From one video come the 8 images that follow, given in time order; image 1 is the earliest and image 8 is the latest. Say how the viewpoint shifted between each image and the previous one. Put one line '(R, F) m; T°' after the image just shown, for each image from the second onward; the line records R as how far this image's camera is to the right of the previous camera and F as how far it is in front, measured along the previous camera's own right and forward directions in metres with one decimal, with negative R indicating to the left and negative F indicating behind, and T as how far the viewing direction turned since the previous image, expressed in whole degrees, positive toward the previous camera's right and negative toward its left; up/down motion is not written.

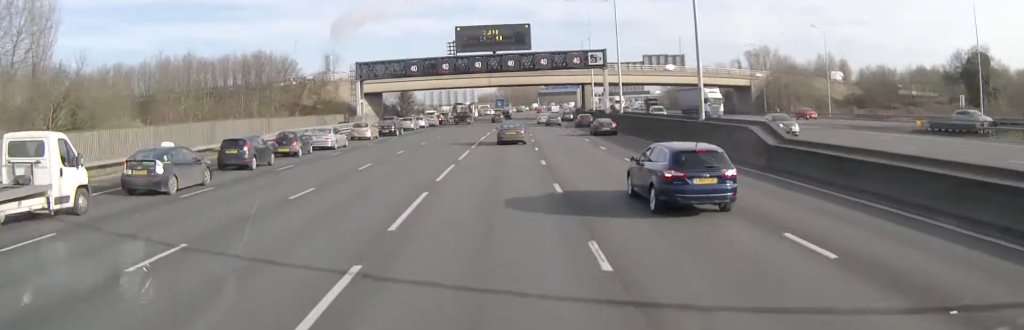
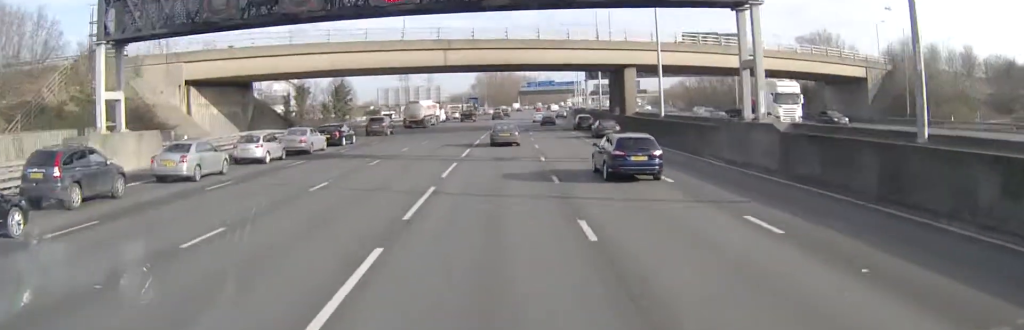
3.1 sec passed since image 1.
(+0.6, +51.5) m; +2°
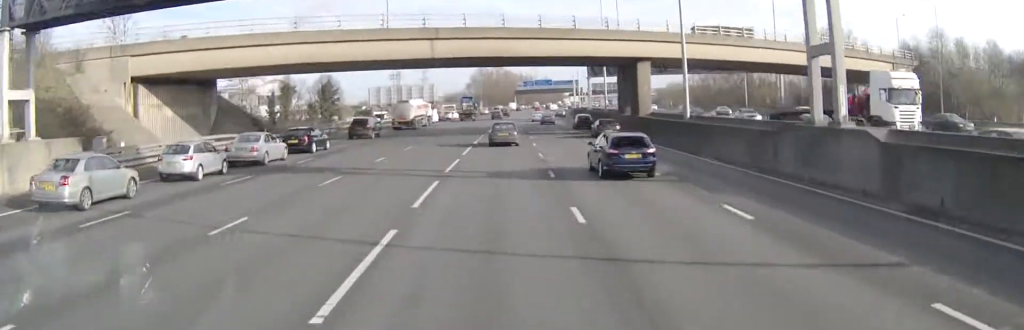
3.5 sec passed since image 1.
(+0.1, +7.3) m; 0°
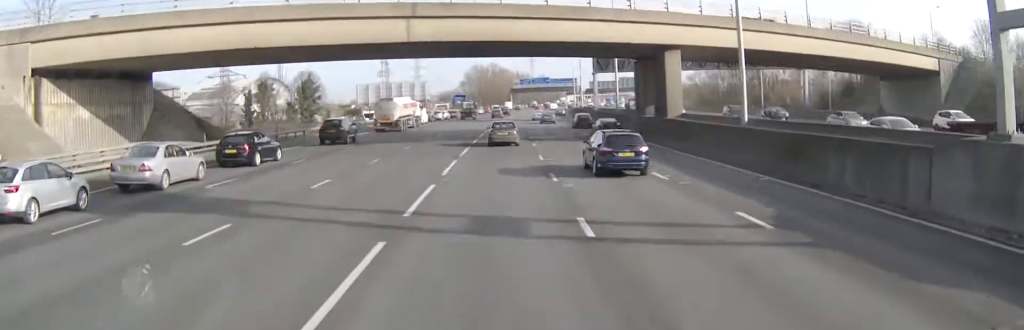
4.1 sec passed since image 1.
(+0.1, +10.1) m; 0°
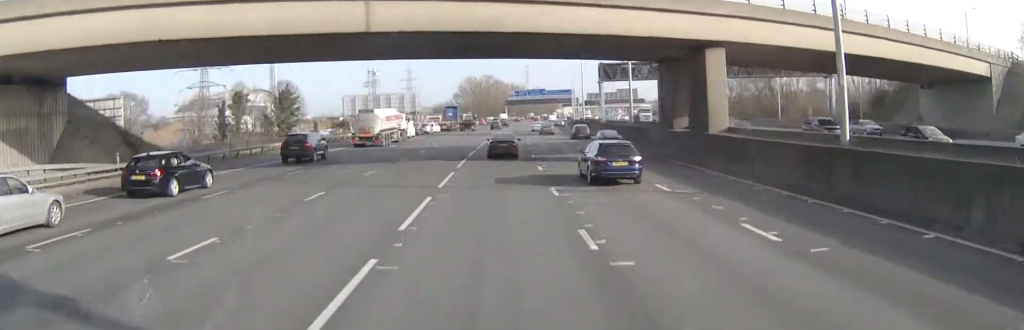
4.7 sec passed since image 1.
(0.0, +9.6) m; 0°
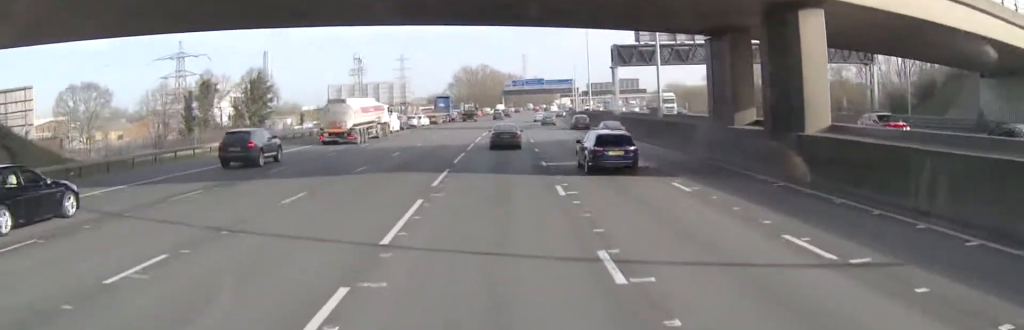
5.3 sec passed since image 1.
(0.0, +11.3) m; 0°
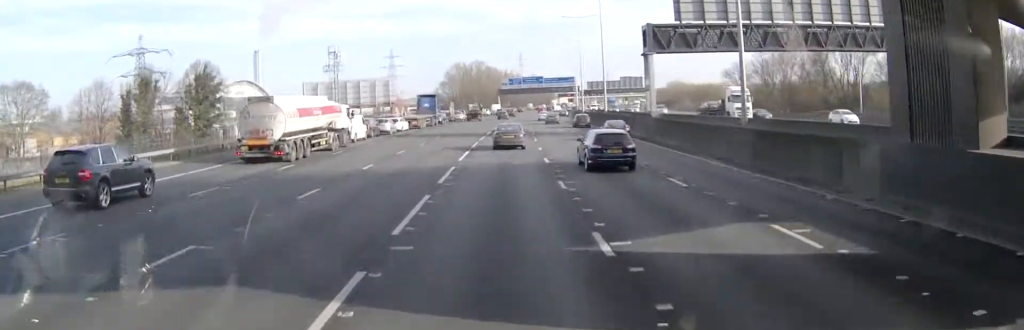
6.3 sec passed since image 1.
(+0.1, +16.9) m; +1°
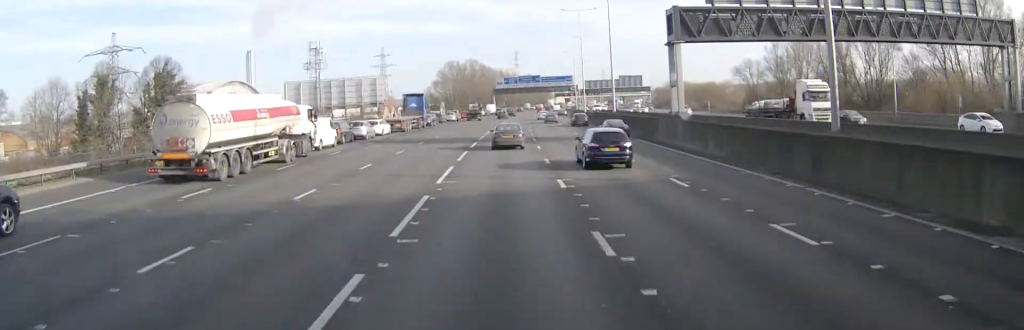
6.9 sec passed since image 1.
(0.0, +9.0) m; 0°
